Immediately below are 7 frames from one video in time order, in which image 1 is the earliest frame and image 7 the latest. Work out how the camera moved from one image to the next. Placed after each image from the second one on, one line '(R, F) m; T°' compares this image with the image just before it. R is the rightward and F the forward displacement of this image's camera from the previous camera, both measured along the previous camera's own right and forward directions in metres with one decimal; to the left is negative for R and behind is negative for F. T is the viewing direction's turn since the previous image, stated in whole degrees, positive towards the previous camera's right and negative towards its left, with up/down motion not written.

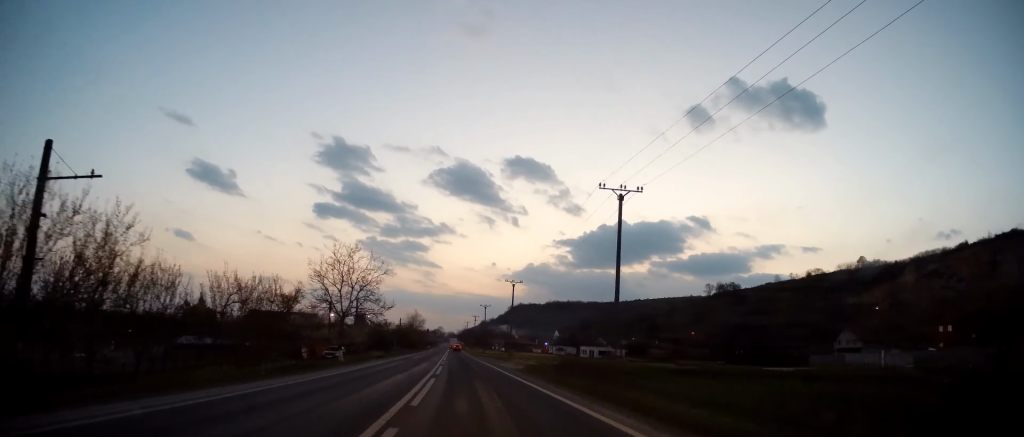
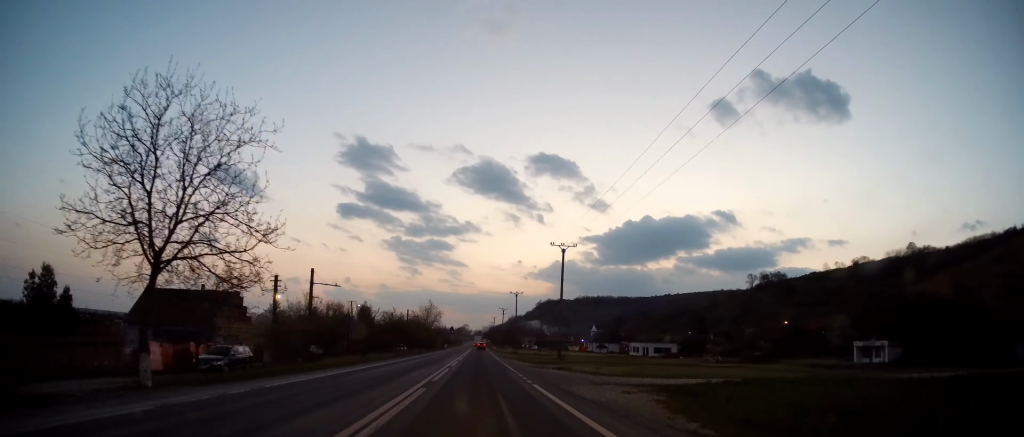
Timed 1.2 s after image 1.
(-1.2, +29.3) m; -4°
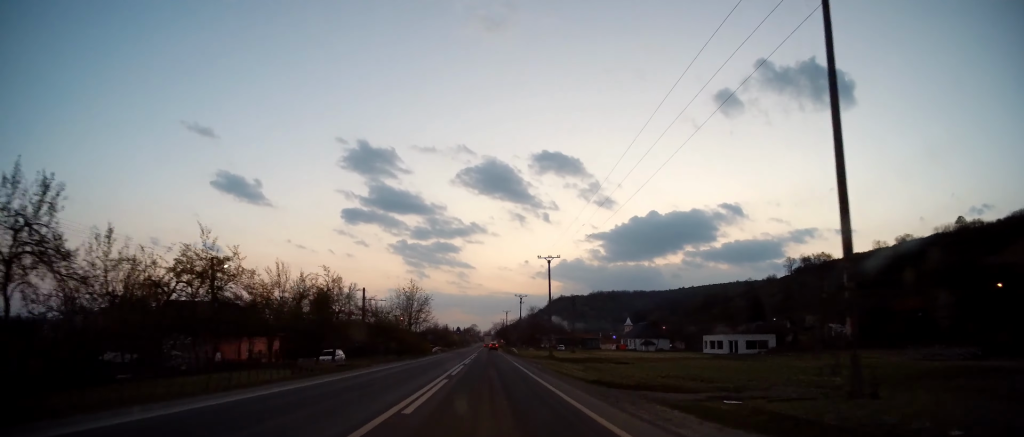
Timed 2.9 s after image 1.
(-1.4, +44.7) m; -2°
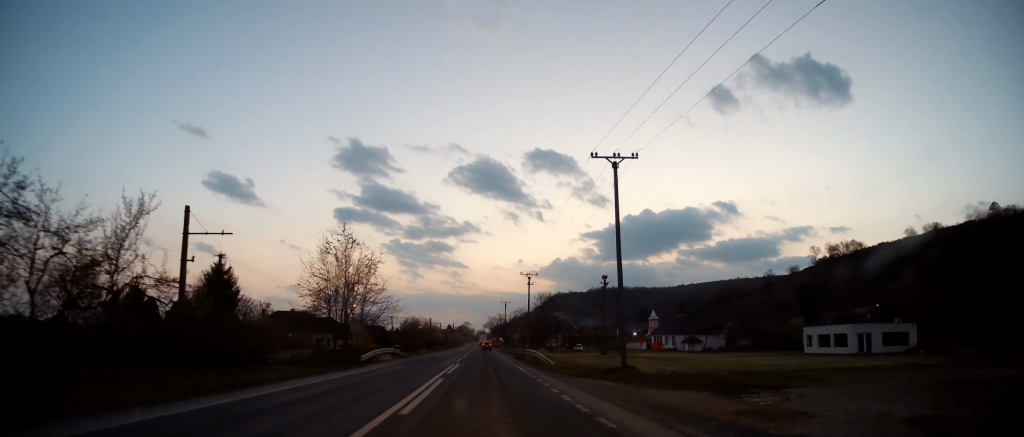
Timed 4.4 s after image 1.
(0.0, +37.3) m; 0°
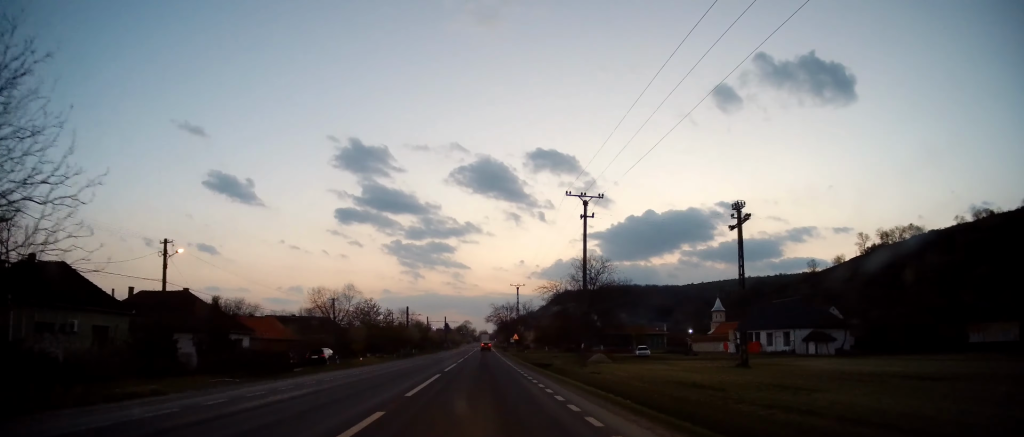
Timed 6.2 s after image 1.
(0.0, +45.9) m; 0°
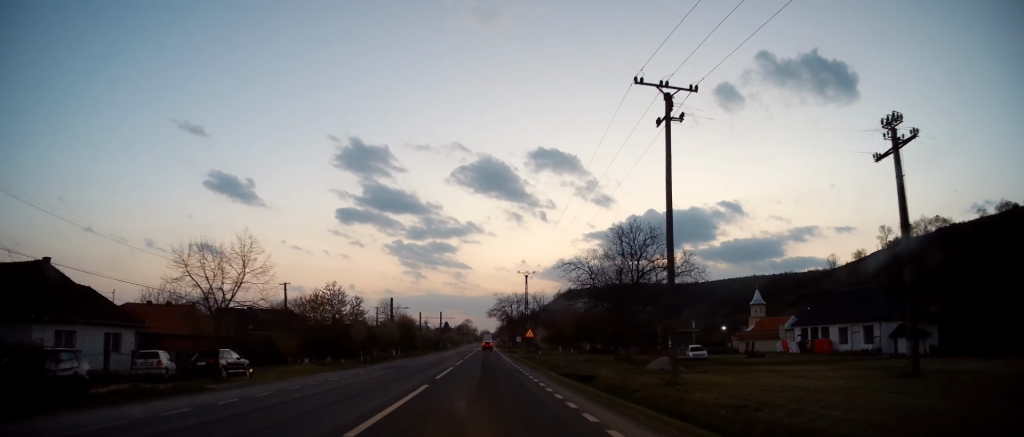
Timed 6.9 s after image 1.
(0.0, +17.9) m; 0°
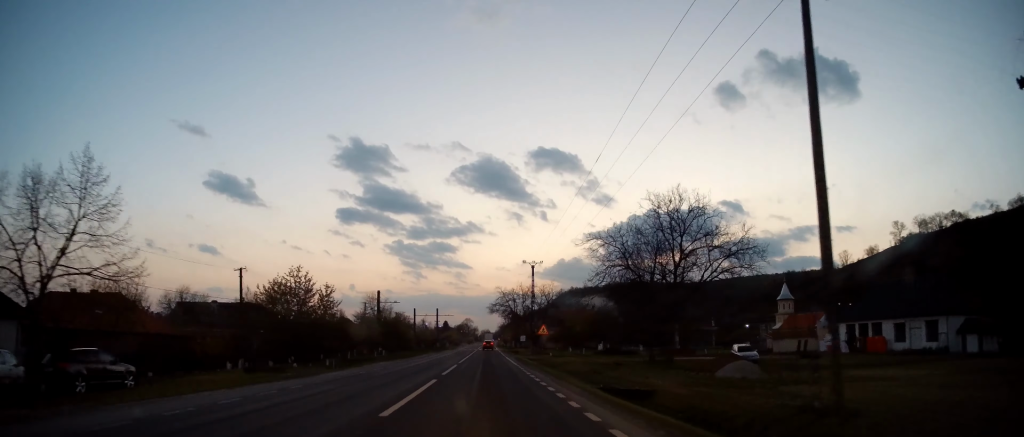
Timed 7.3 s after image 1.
(0.0, +10.2) m; 0°
